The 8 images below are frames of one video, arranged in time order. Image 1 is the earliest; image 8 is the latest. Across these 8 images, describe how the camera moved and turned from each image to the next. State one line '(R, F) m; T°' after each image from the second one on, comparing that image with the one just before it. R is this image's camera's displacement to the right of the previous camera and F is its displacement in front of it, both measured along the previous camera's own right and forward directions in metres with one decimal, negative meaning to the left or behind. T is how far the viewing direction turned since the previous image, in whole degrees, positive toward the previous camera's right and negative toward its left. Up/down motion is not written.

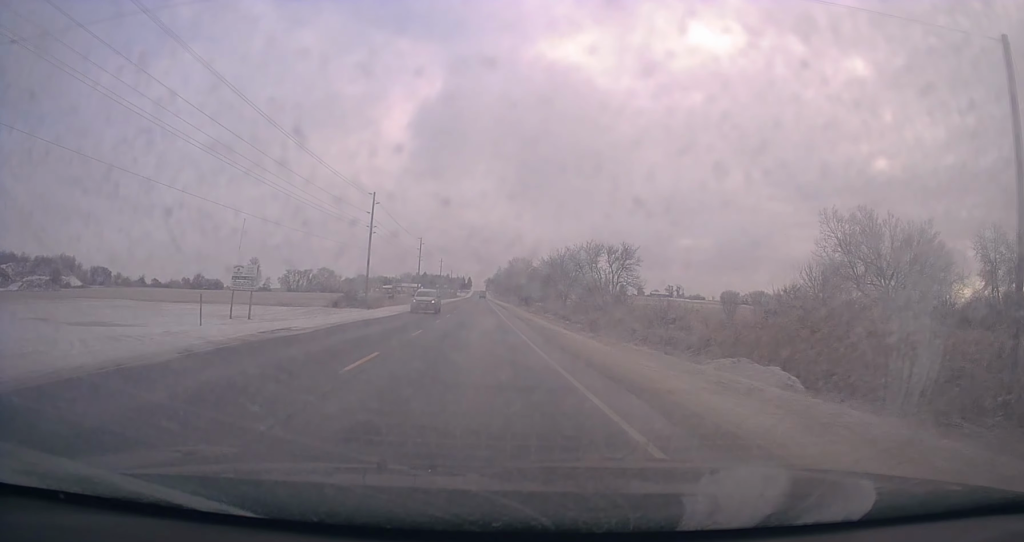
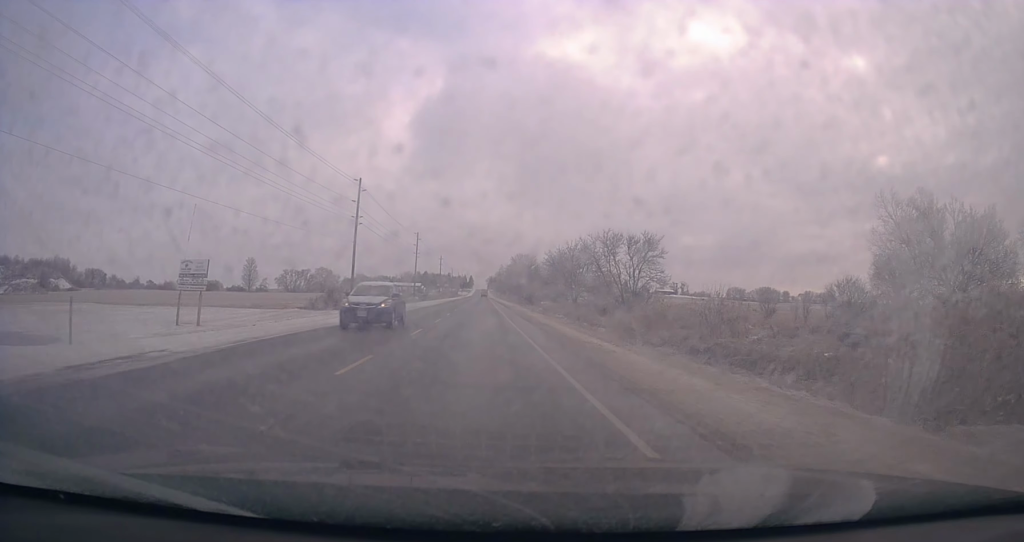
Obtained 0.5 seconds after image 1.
(+0.1, +9.4) m; +1°
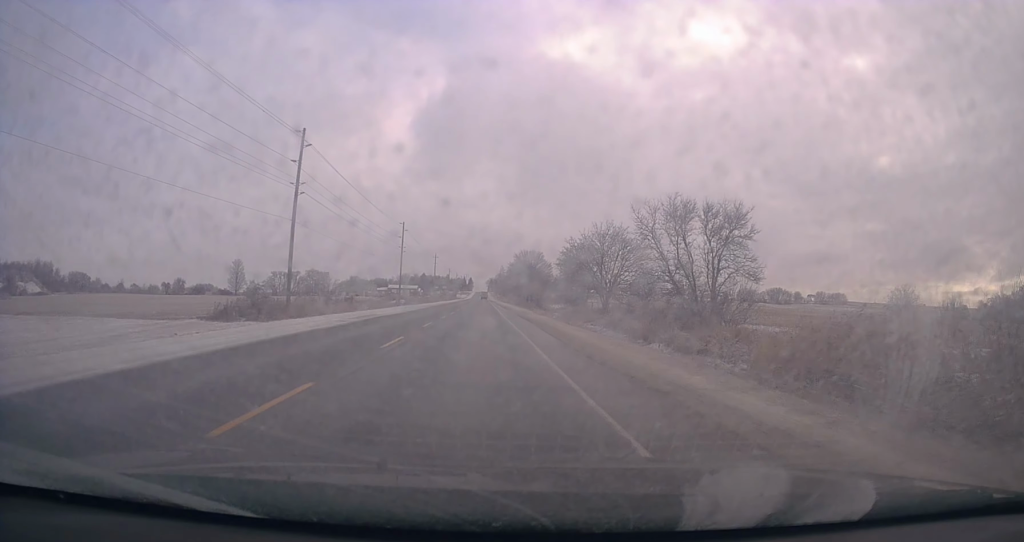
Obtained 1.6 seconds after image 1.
(+0.1, +22.4) m; 0°
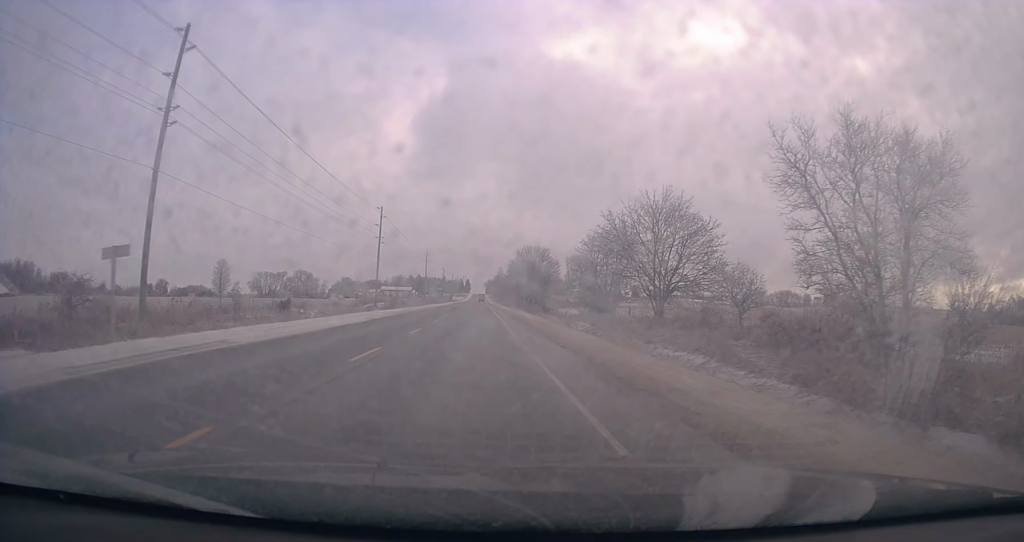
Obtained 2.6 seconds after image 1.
(+0.1, +21.3) m; 0°
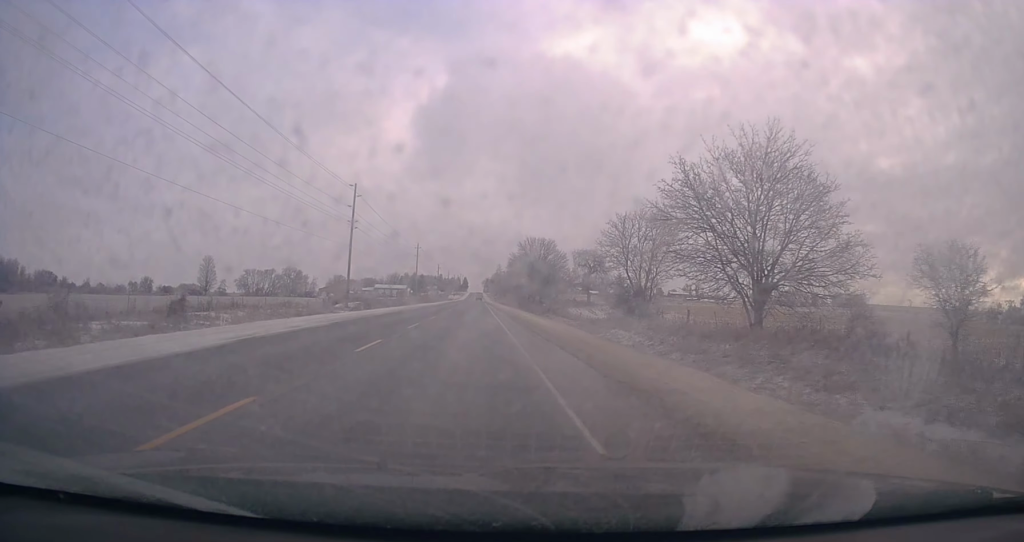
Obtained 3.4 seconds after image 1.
(-0.1, +16.6) m; 0°
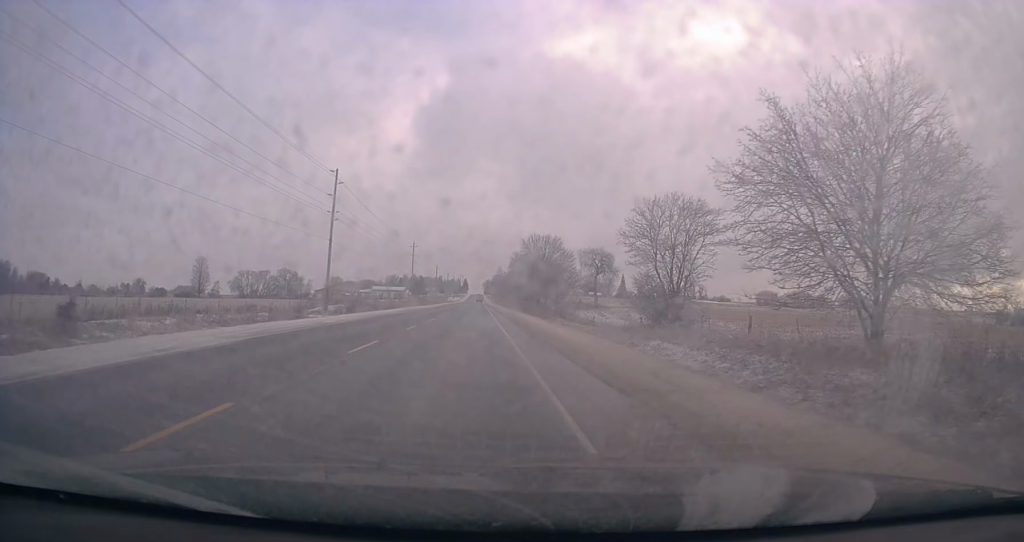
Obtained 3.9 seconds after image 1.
(0.0, +9.4) m; 0°
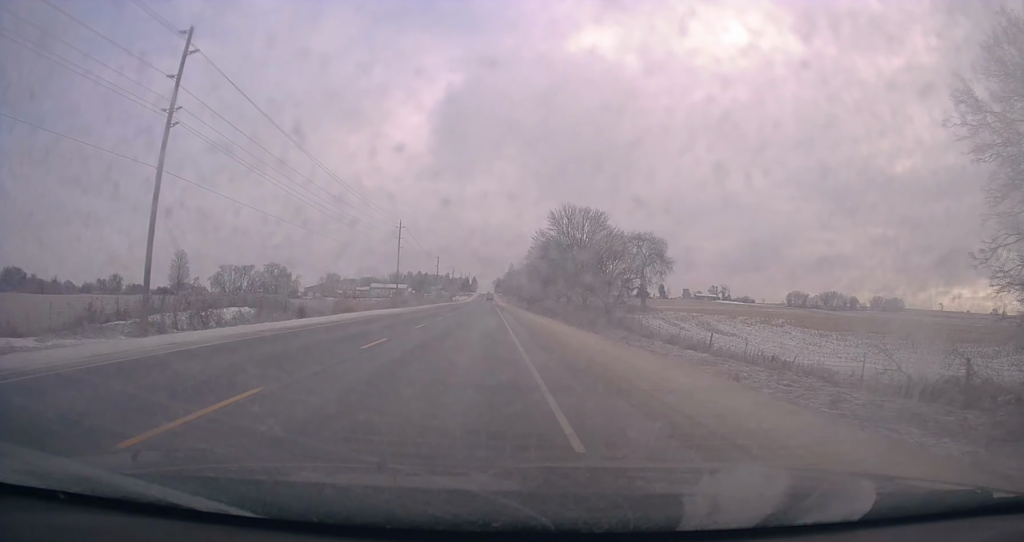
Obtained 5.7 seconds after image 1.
(-0.3, +35.6) m; -2°
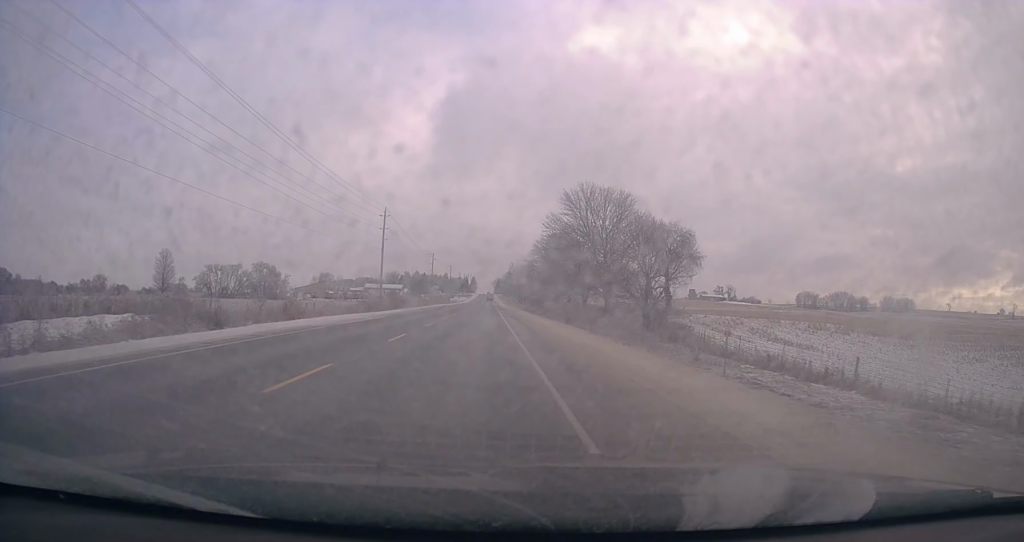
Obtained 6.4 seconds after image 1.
(-0.2, +15.1) m; 0°
